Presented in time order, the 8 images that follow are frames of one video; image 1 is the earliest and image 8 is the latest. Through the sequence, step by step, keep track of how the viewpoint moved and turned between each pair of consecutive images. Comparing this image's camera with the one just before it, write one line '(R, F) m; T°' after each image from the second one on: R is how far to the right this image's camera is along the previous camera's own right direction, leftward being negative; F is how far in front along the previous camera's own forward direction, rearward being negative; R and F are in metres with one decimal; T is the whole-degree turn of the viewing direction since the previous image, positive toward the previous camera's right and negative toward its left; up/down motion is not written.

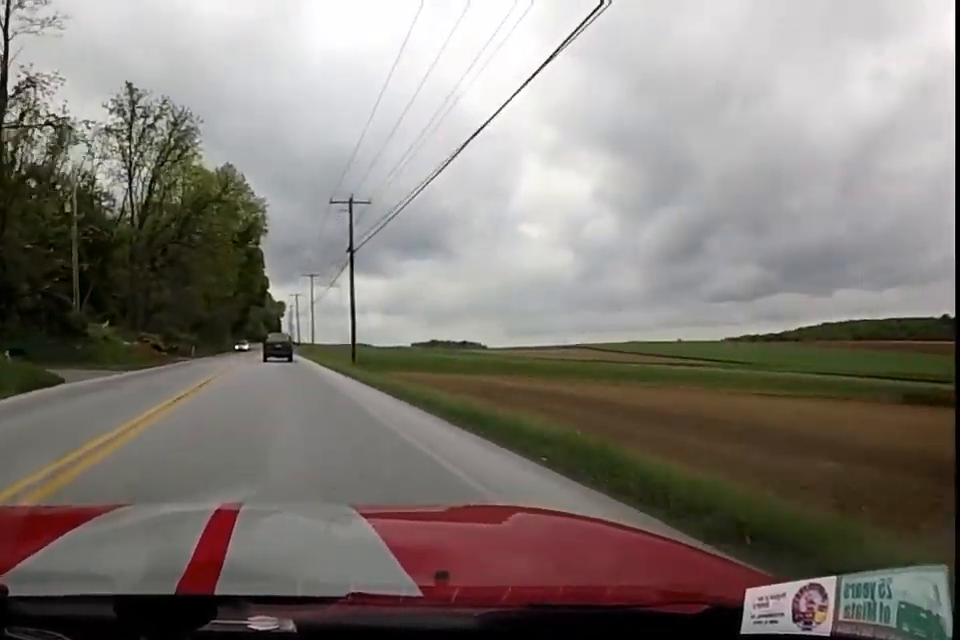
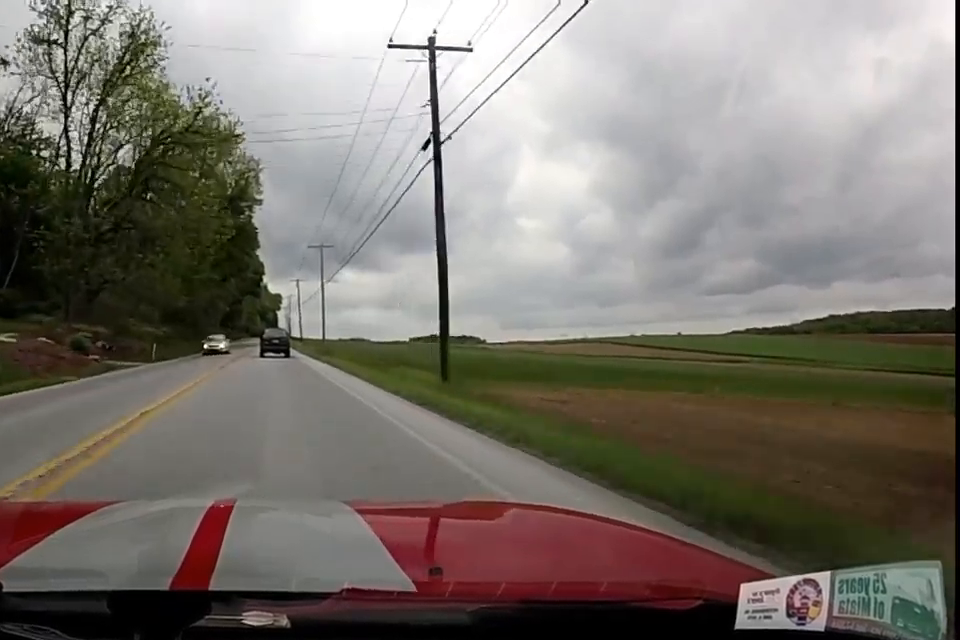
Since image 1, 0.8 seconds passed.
(+0.1, +18.0) m; -1°
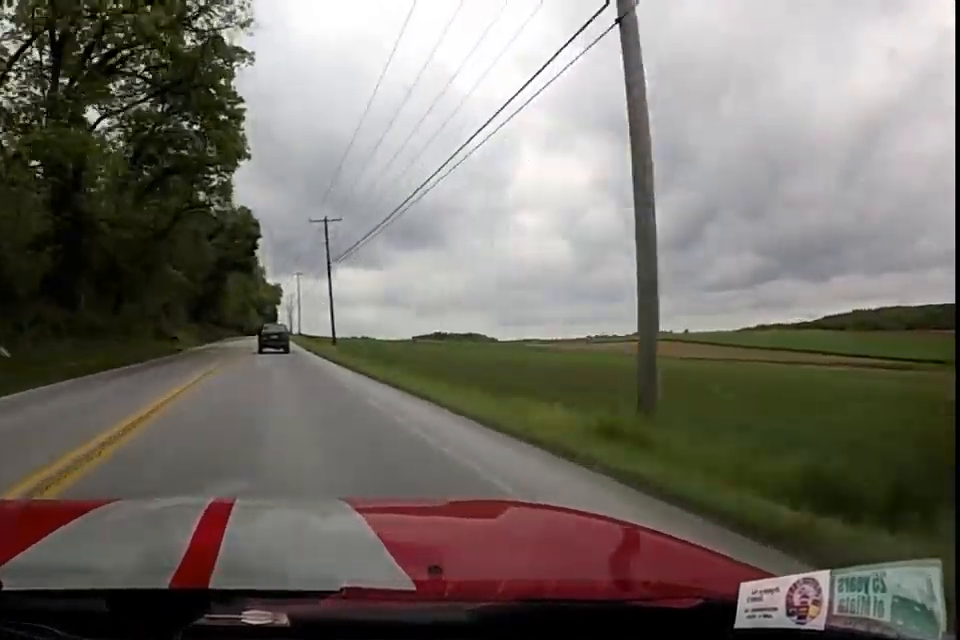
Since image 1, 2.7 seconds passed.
(-0.5, +44.9) m; +1°
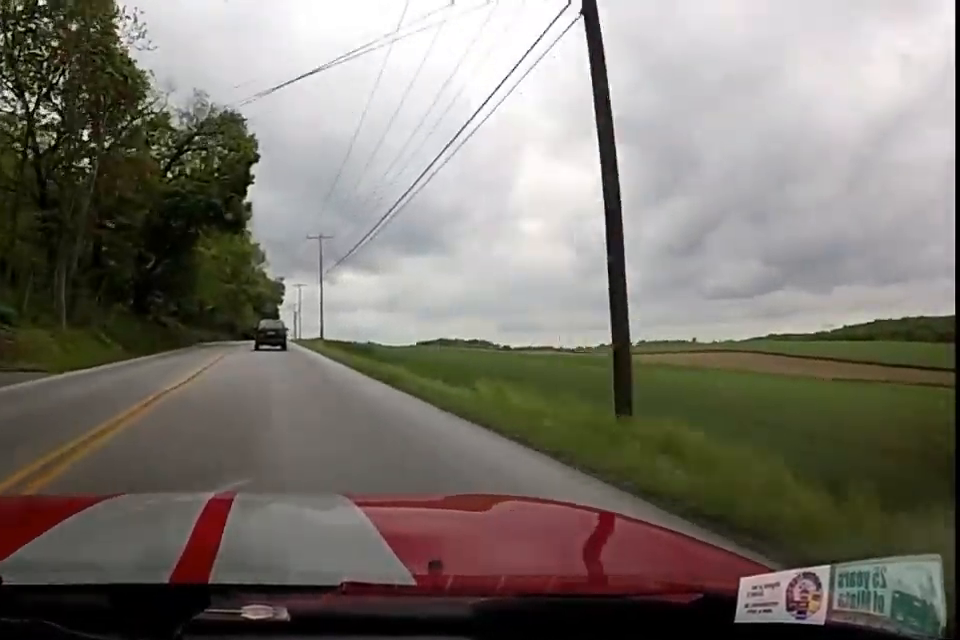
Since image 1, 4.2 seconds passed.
(0.0, +36.0) m; +1°
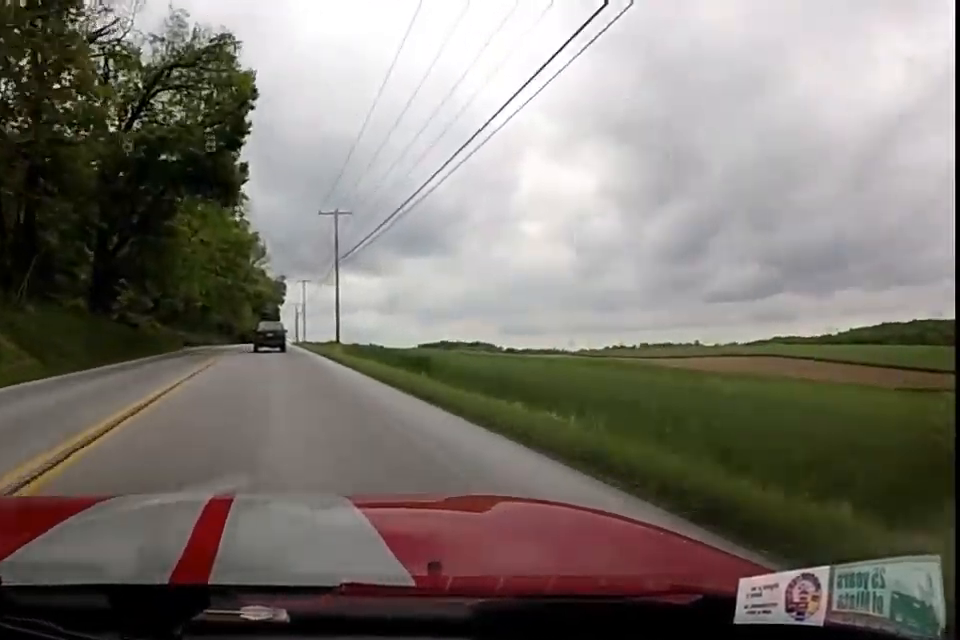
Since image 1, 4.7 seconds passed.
(+0.1, +11.7) m; +1°
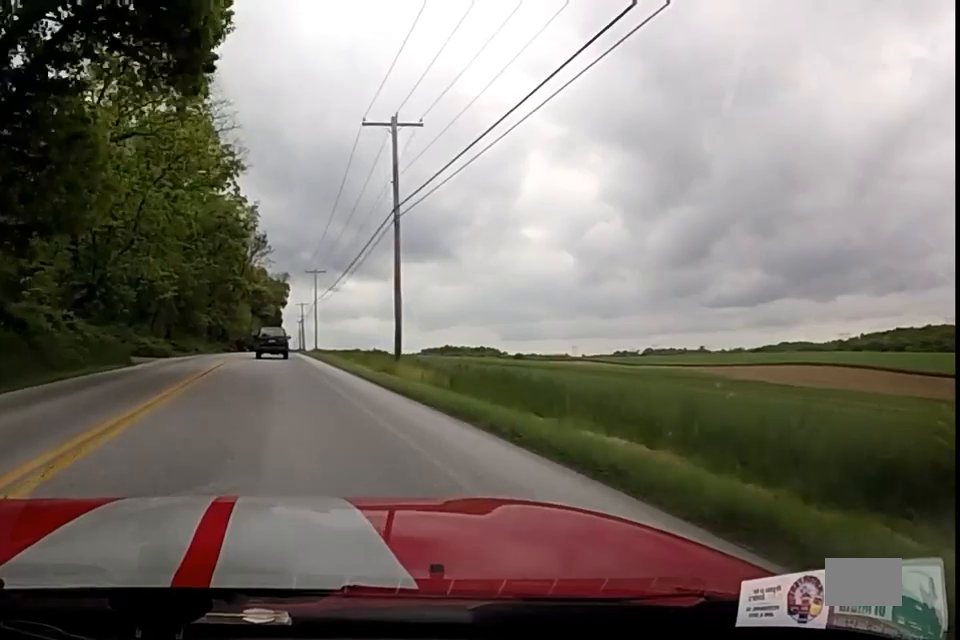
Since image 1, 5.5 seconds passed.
(+0.8, +18.7) m; +1°
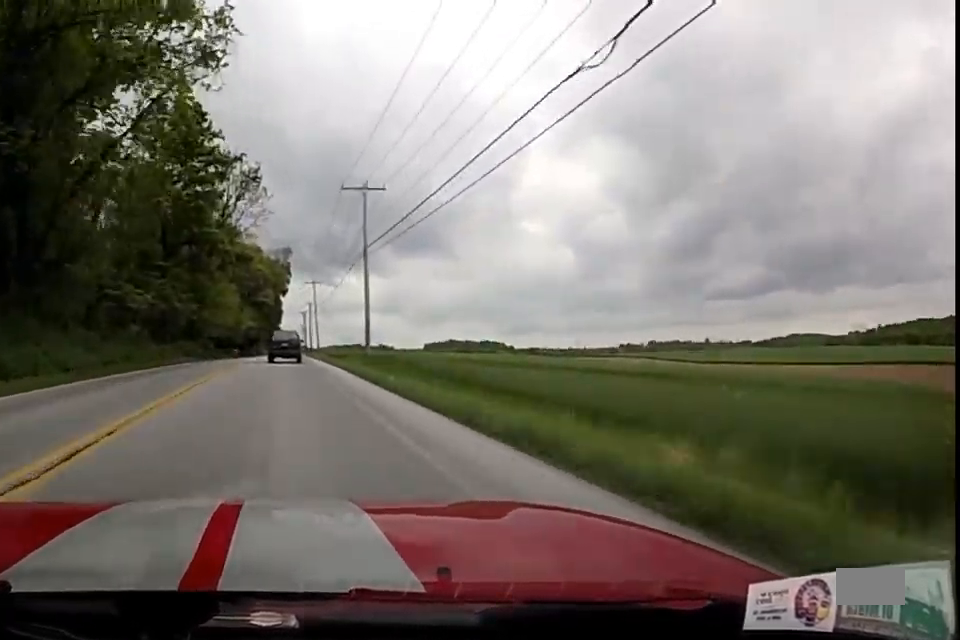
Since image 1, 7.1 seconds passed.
(-1.7, +37.2) m; -2°
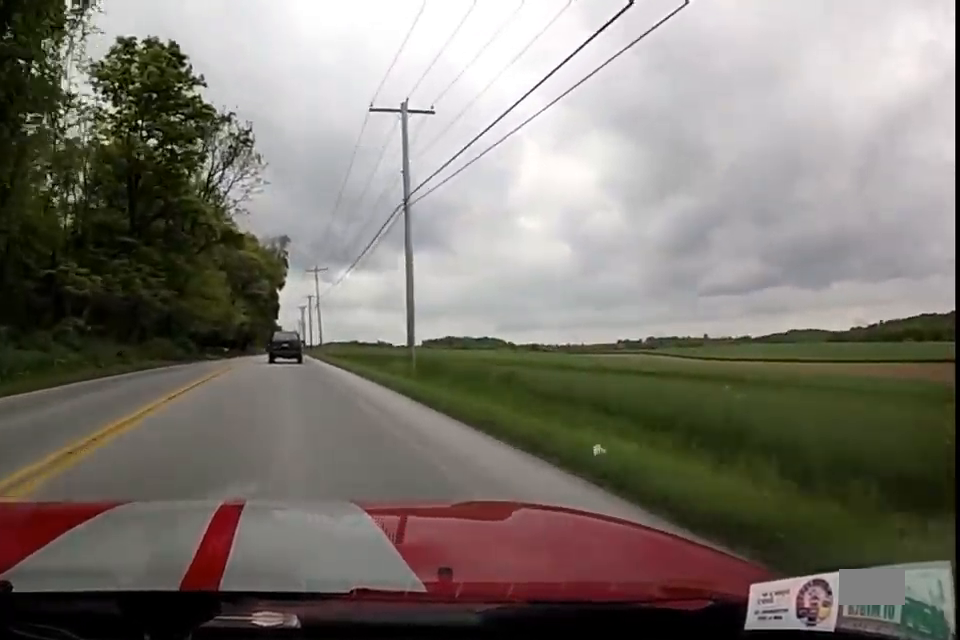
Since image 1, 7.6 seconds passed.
(-0.1, +10.9) m; +1°
